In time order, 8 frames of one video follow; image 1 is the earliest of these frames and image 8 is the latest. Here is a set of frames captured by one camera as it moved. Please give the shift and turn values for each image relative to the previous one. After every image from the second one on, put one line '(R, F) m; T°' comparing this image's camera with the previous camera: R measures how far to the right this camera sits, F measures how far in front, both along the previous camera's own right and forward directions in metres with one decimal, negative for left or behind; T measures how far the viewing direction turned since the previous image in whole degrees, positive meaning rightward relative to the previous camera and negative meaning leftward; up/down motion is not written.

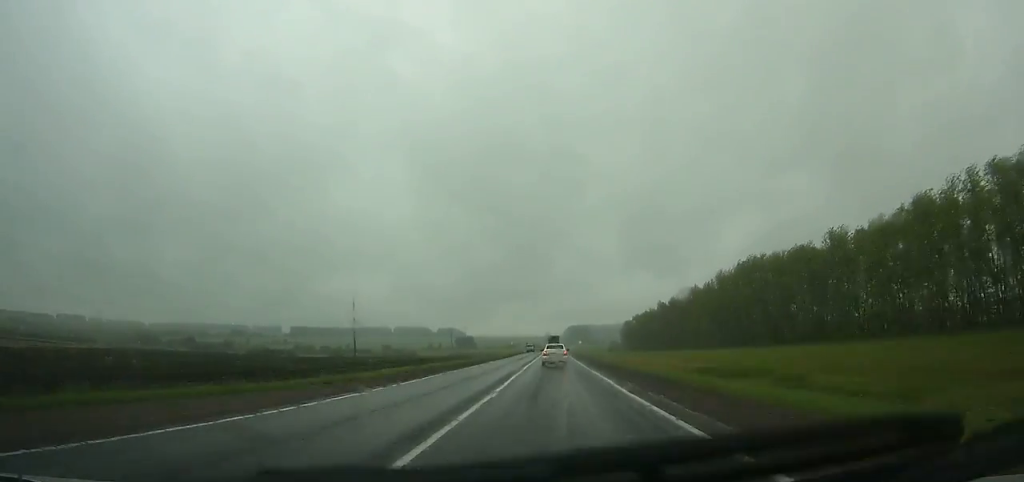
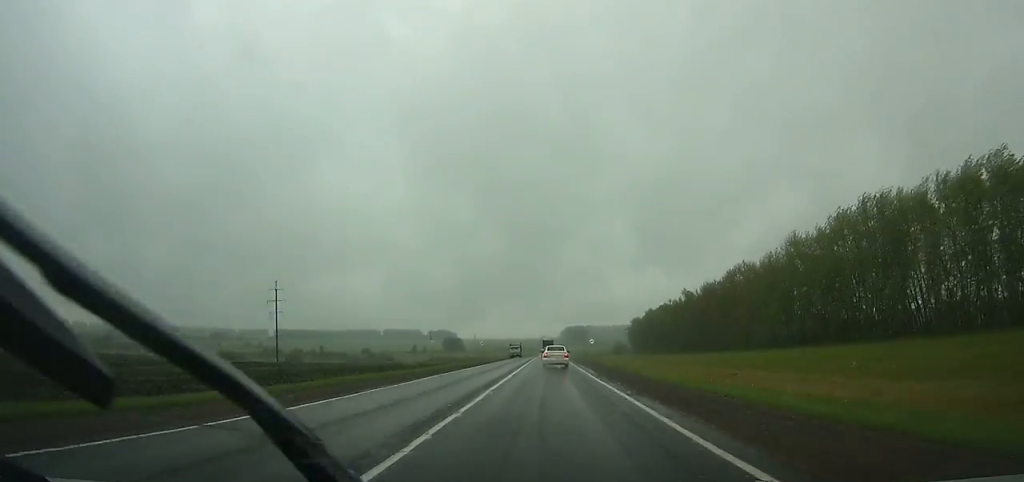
(+0.1, +60.1) m; 0°
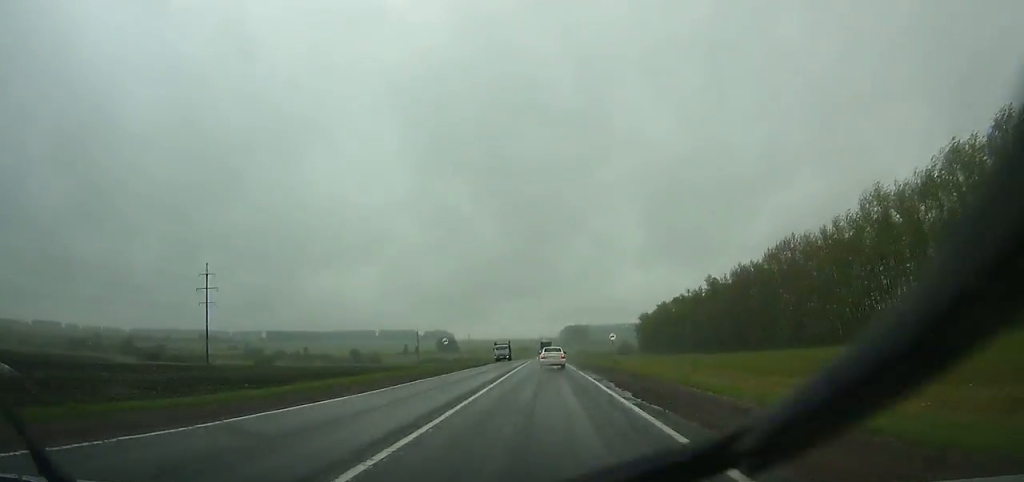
(+0.1, +34.1) m; 0°
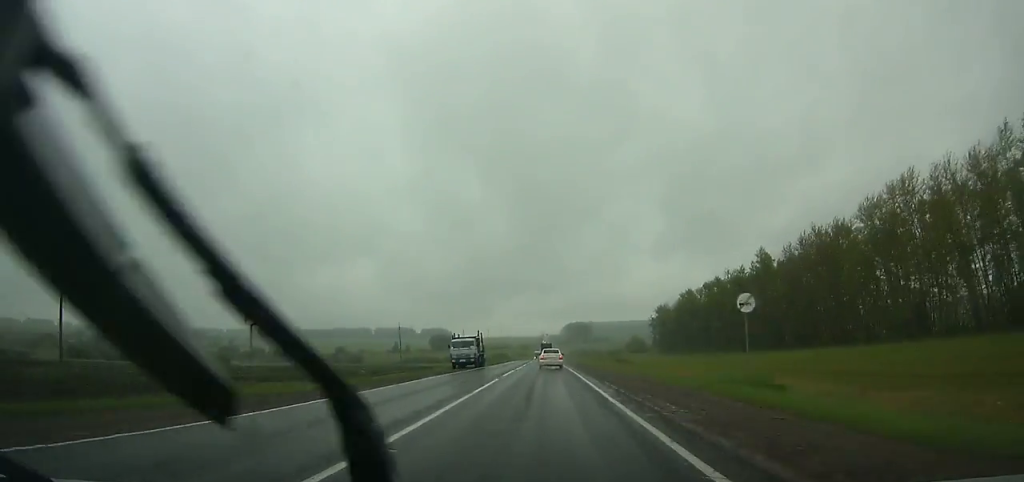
(+0.1, +44.2) m; 0°
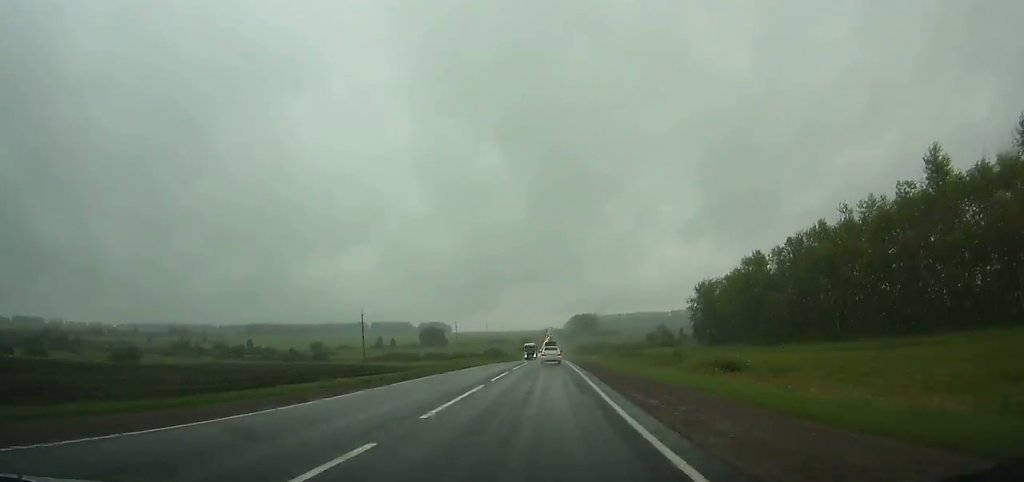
(-0.1, +67.2) m; 0°
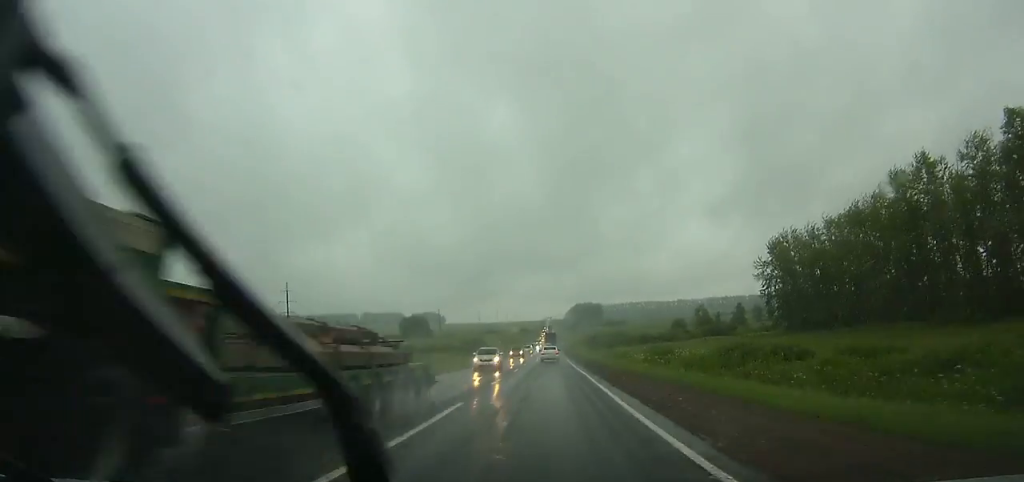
(0.0, +69.2) m; 0°
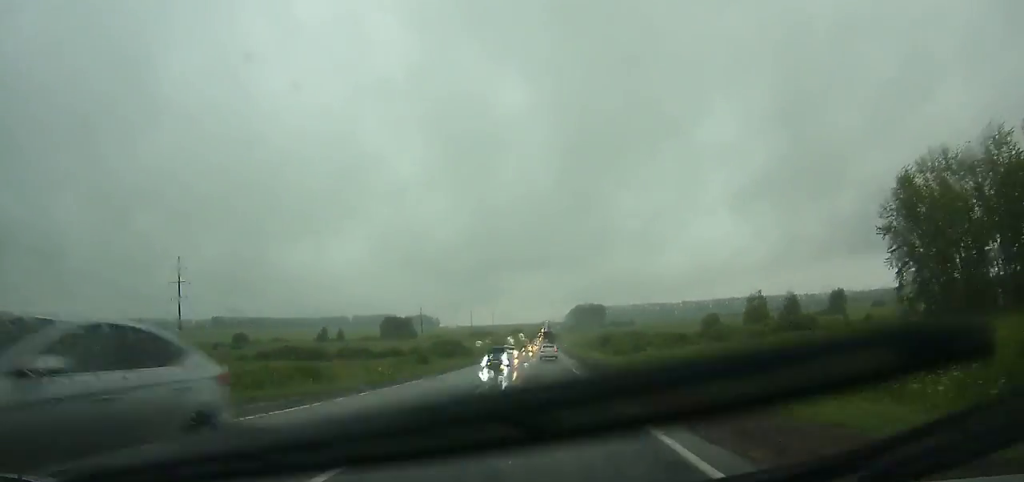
(-0.1, +51.7) m; 0°
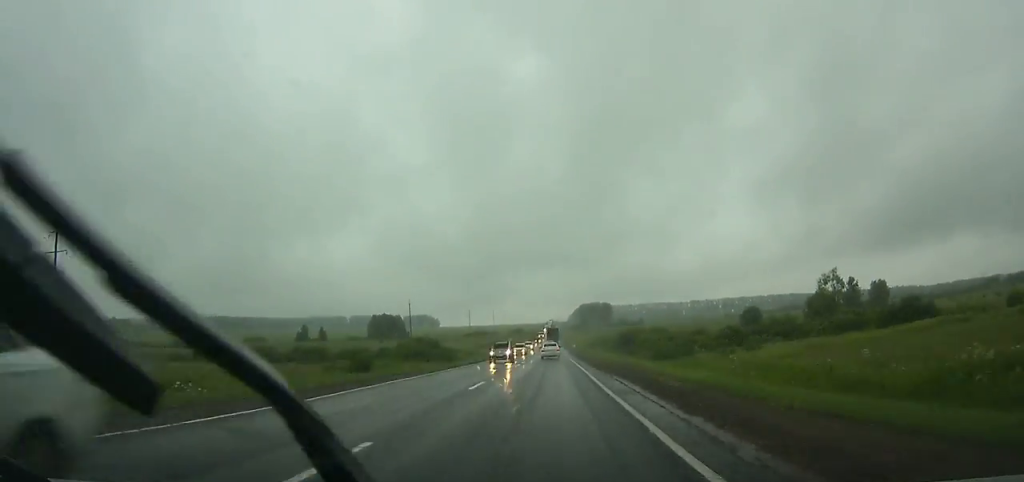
(0.0, +35.0) m; 0°
